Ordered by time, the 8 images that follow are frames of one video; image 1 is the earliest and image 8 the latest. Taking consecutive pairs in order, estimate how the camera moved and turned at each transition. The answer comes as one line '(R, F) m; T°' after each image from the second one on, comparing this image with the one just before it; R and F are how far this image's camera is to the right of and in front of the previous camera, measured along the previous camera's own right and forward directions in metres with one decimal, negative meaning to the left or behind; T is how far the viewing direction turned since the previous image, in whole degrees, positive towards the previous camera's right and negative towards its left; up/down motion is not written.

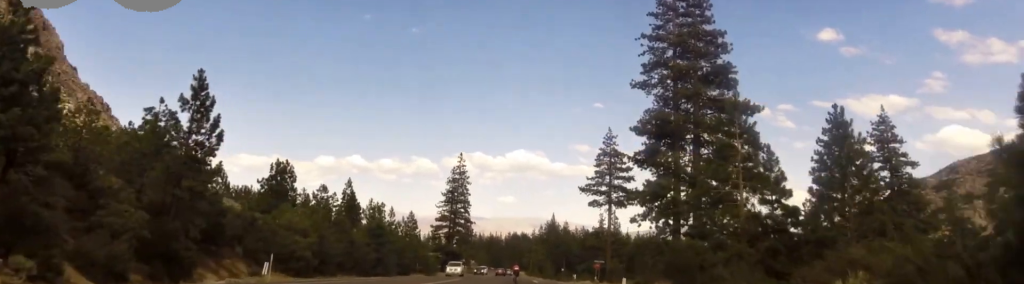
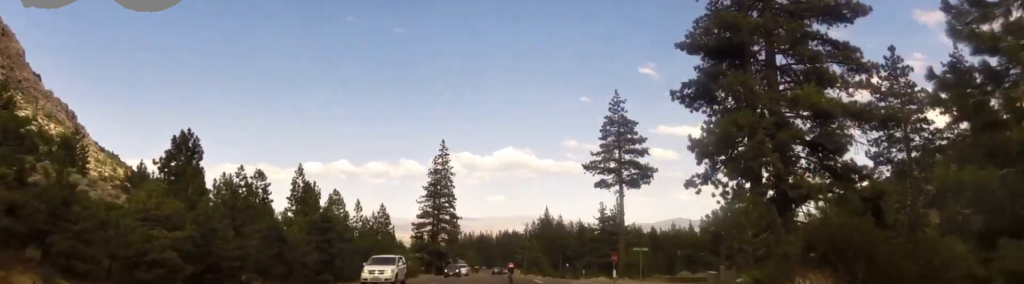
(0.0, +17.9) m; 0°
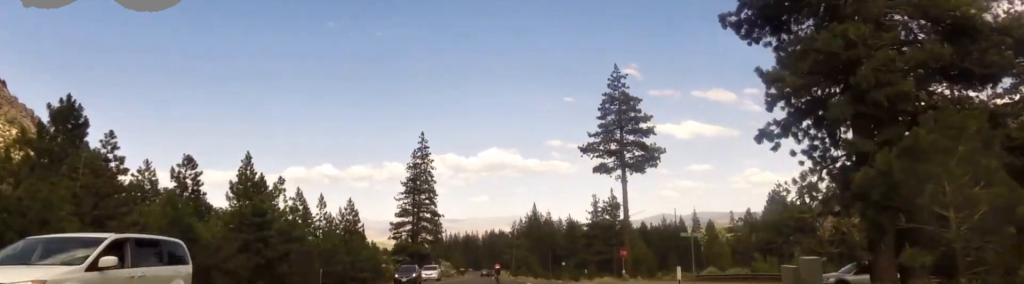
(0.0, +11.7) m; 0°
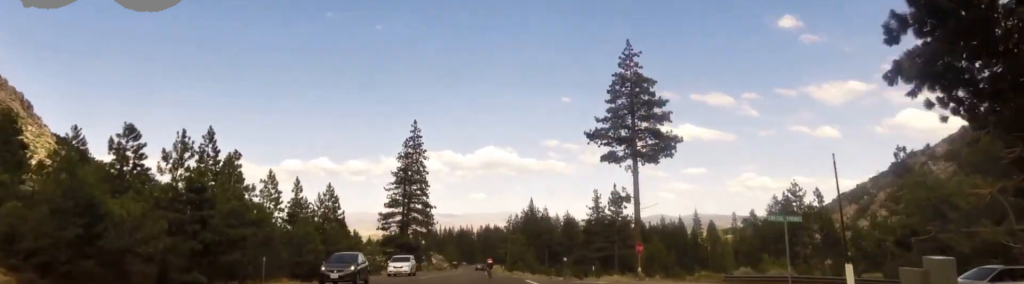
(0.0, +8.2) m; 0°
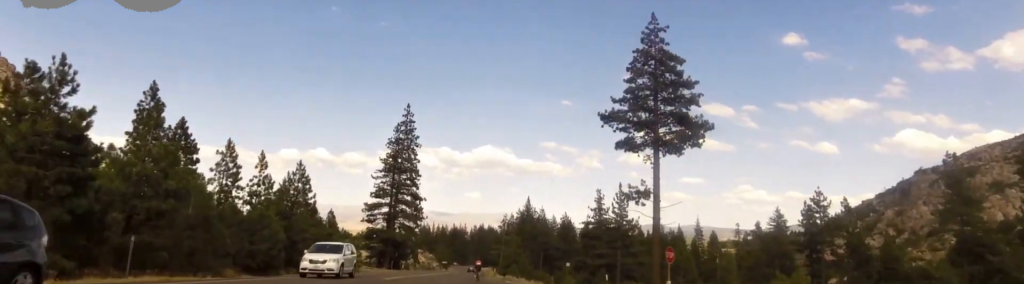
(+0.1, +10.1) m; 0°
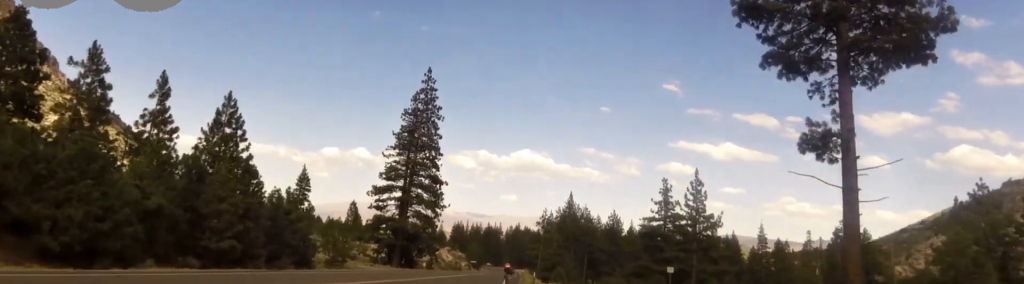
(-0.1, +26.2) m; -1°
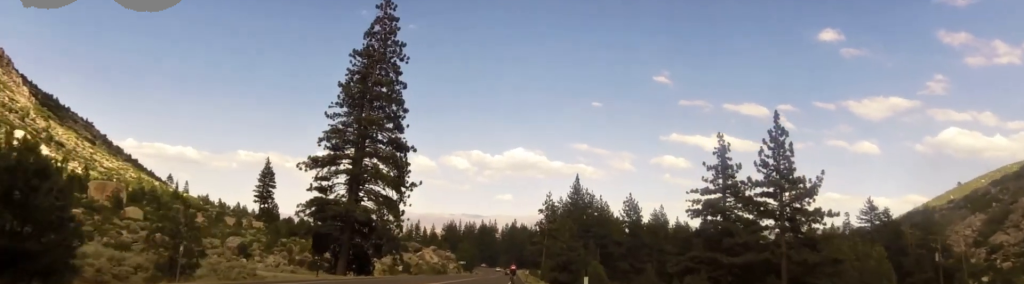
(-0.1, +30.2) m; 0°
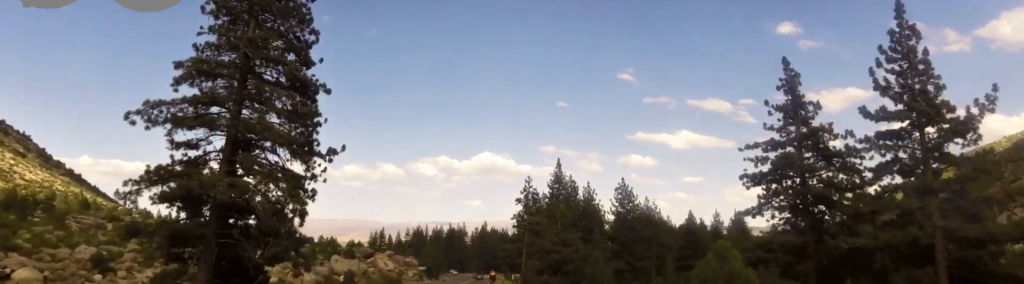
(+0.2, +25.6) m; -4°
